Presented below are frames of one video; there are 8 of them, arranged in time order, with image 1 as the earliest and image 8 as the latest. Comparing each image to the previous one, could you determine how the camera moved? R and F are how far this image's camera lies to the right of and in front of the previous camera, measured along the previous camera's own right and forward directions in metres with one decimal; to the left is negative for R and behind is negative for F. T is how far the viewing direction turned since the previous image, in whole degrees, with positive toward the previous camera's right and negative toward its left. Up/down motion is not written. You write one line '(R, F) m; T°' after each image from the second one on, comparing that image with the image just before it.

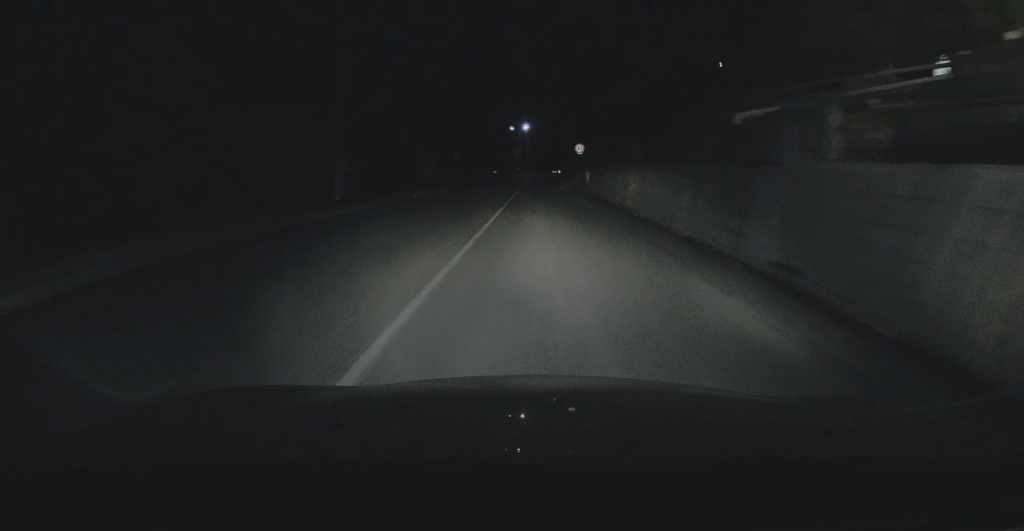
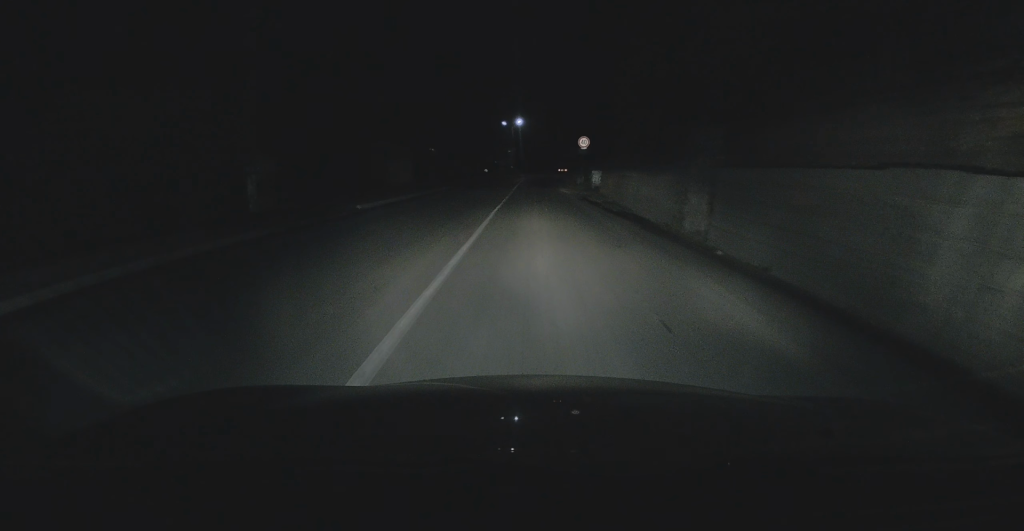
(-0.1, +9.2) m; 0°
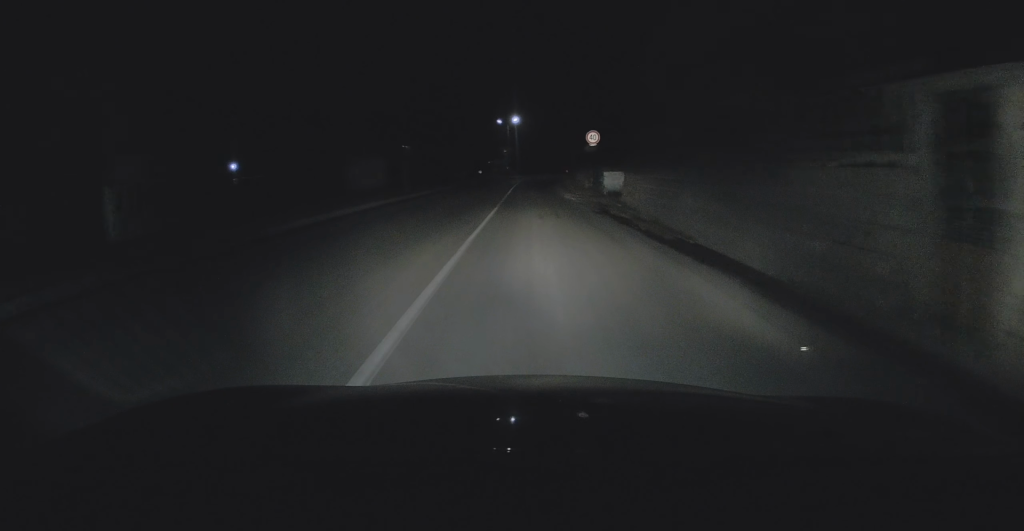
(0.0, +7.0) m; +1°
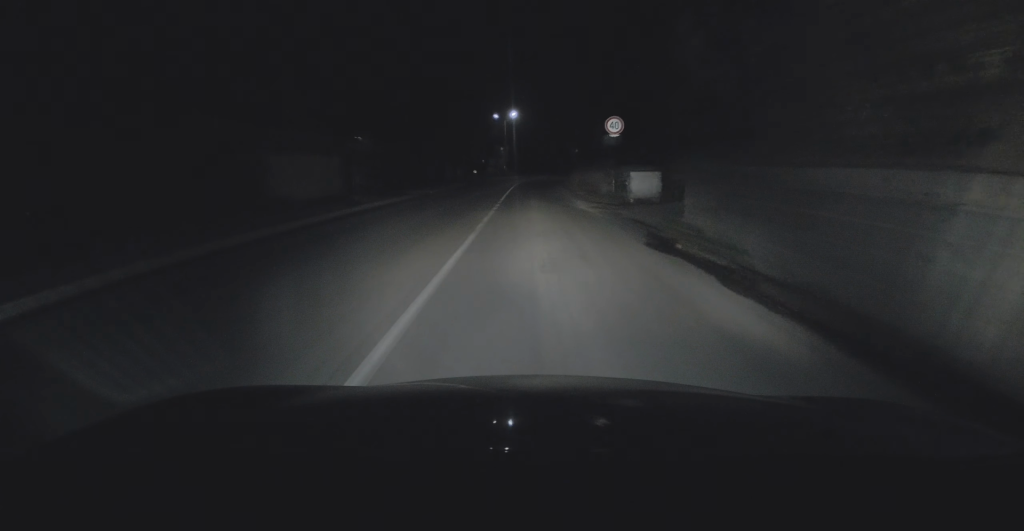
(+0.1, +8.4) m; +1°
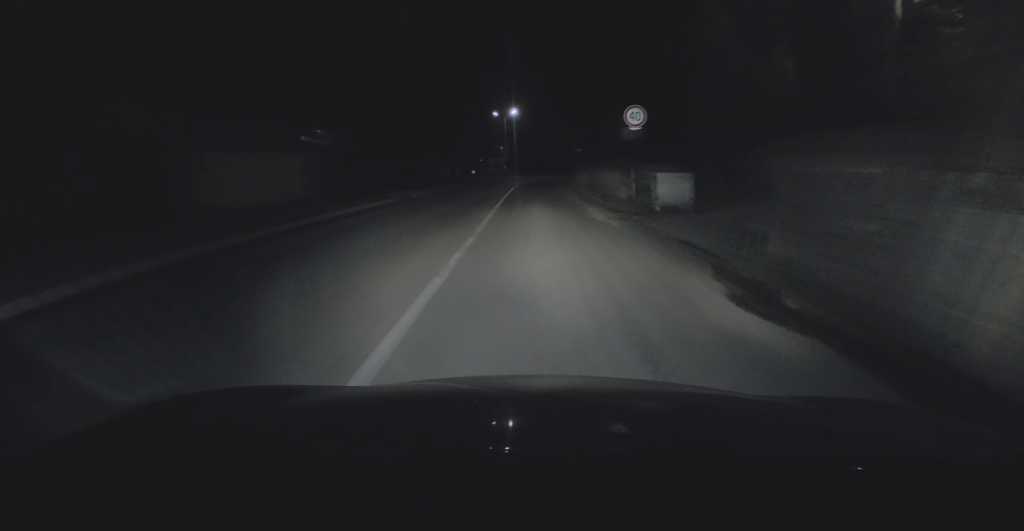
(+0.1, +4.5) m; 0°
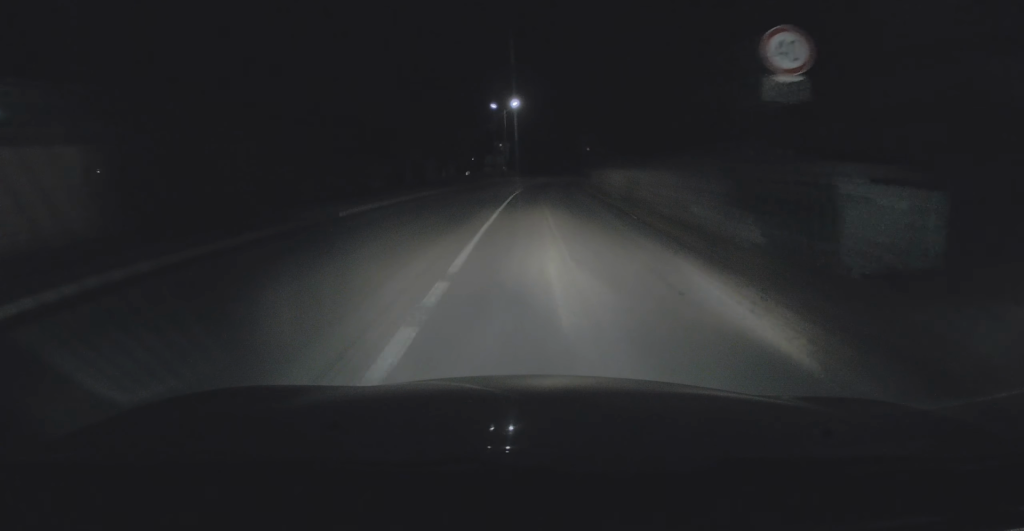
(-0.2, +12.1) m; -2°
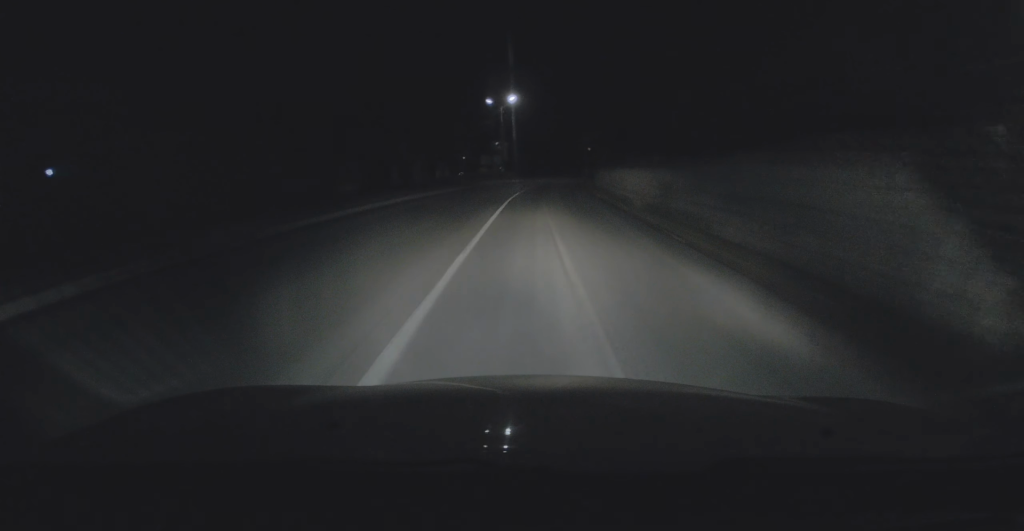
(-0.1, +5.7) m; 0°
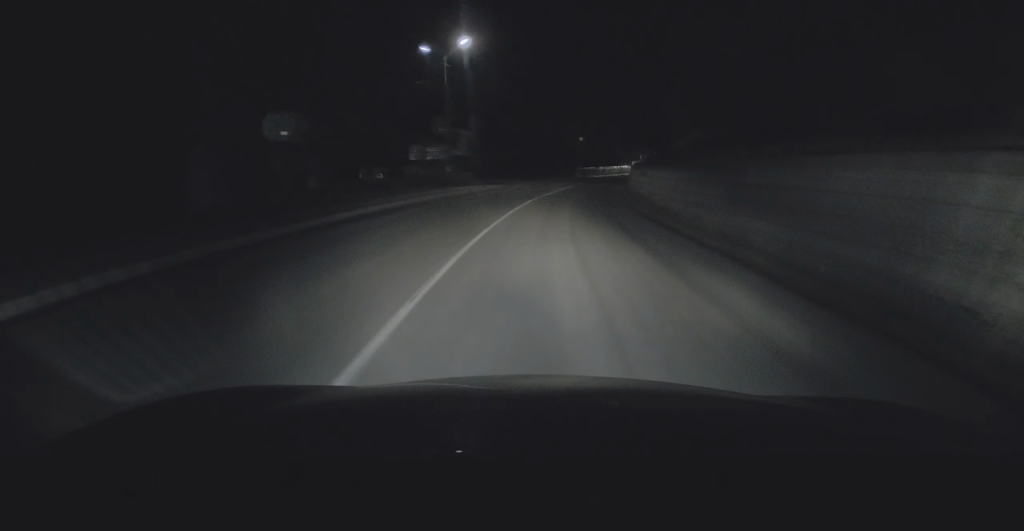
(+0.1, +30.9) m; +2°
